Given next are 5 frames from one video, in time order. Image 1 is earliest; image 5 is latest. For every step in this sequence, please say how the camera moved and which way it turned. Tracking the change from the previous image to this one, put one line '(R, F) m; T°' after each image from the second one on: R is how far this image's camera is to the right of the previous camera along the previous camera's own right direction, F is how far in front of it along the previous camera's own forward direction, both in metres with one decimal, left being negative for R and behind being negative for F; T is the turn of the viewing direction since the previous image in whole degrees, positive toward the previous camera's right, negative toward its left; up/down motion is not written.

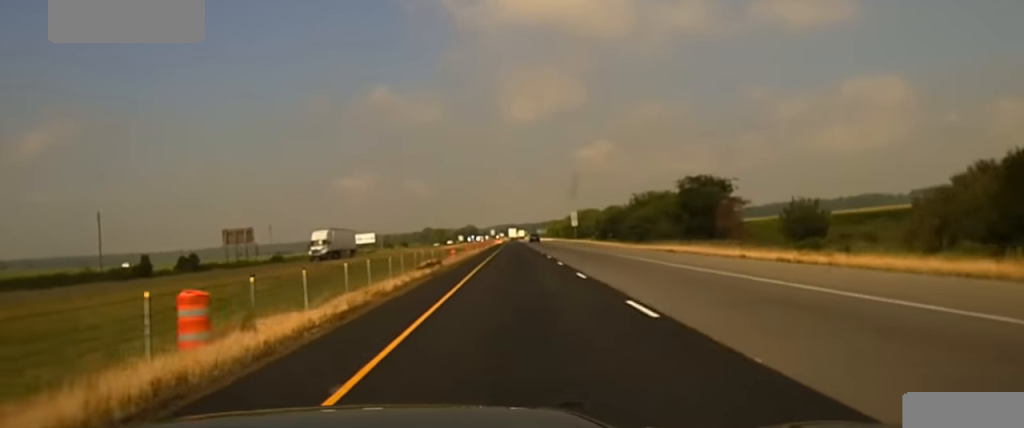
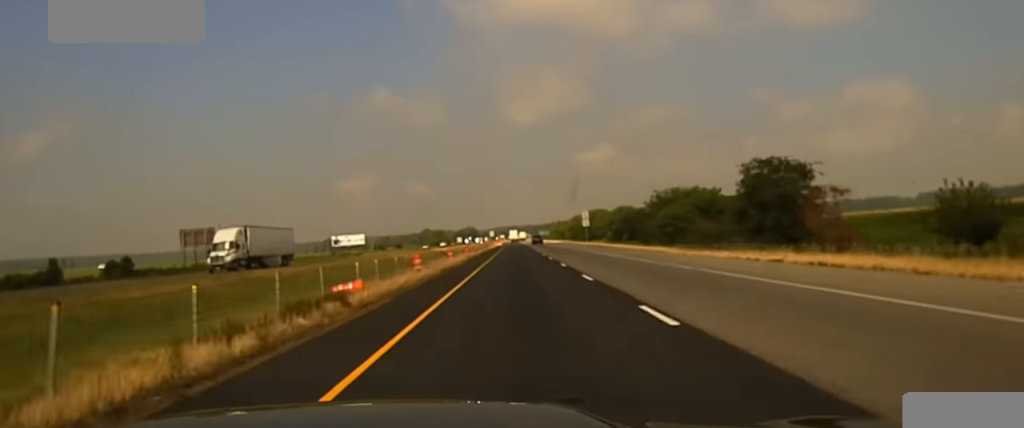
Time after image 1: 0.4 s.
(-0.1, +24.5) m; 0°
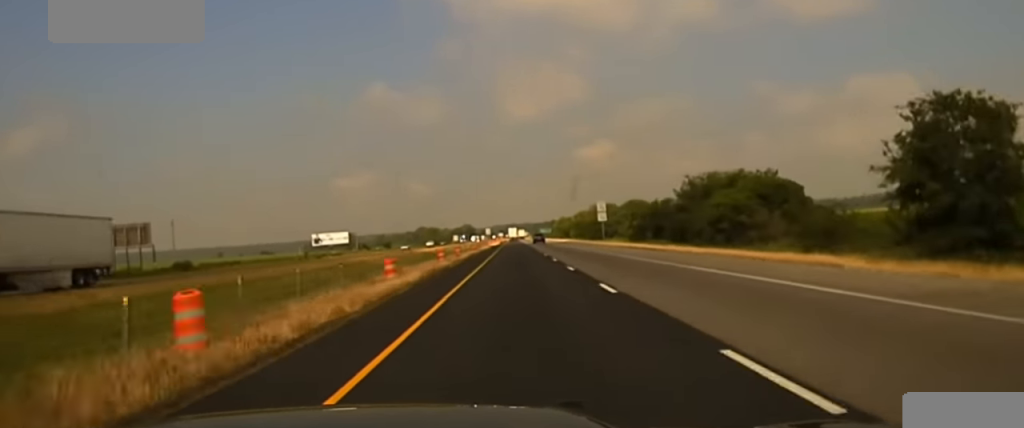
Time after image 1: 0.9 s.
(-0.1, +29.4) m; 0°
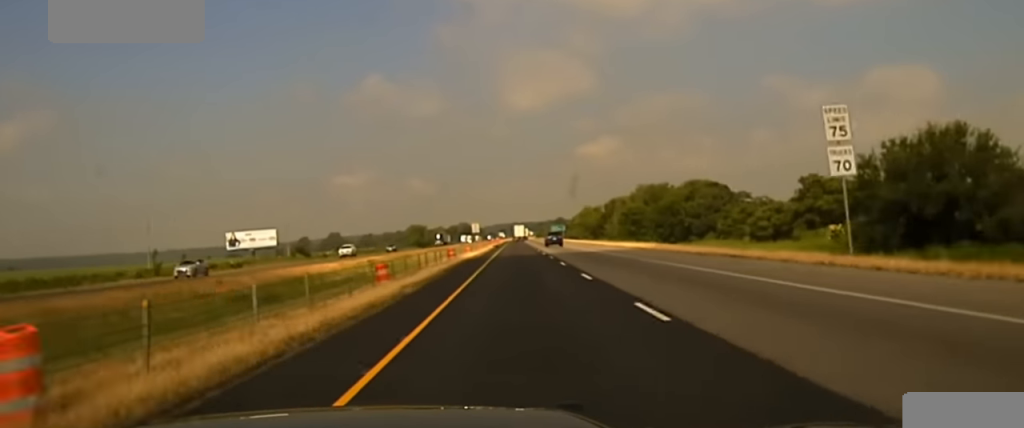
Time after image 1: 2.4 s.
(0.0, +89.8) m; 0°
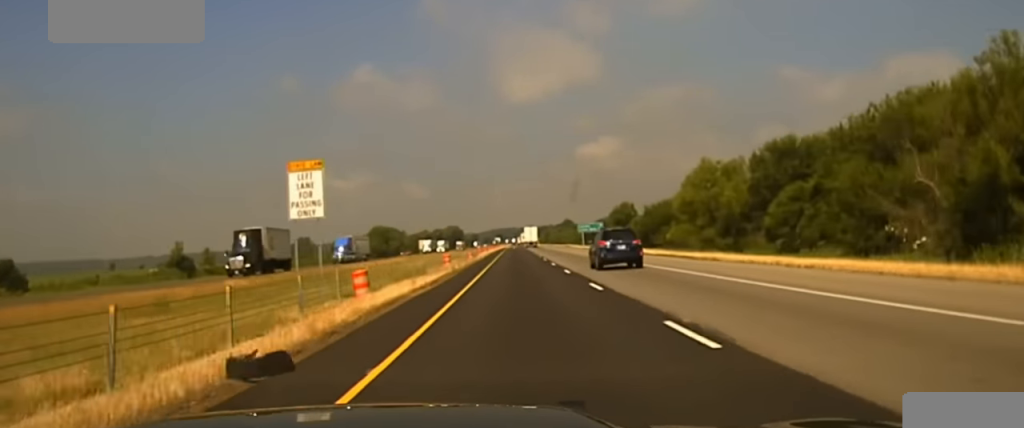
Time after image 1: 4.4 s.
(-0.2, +121.8) m; 0°
